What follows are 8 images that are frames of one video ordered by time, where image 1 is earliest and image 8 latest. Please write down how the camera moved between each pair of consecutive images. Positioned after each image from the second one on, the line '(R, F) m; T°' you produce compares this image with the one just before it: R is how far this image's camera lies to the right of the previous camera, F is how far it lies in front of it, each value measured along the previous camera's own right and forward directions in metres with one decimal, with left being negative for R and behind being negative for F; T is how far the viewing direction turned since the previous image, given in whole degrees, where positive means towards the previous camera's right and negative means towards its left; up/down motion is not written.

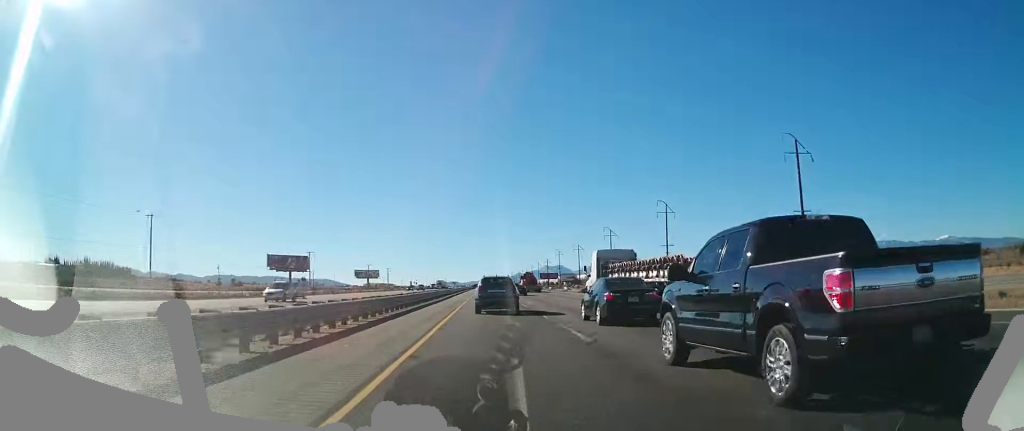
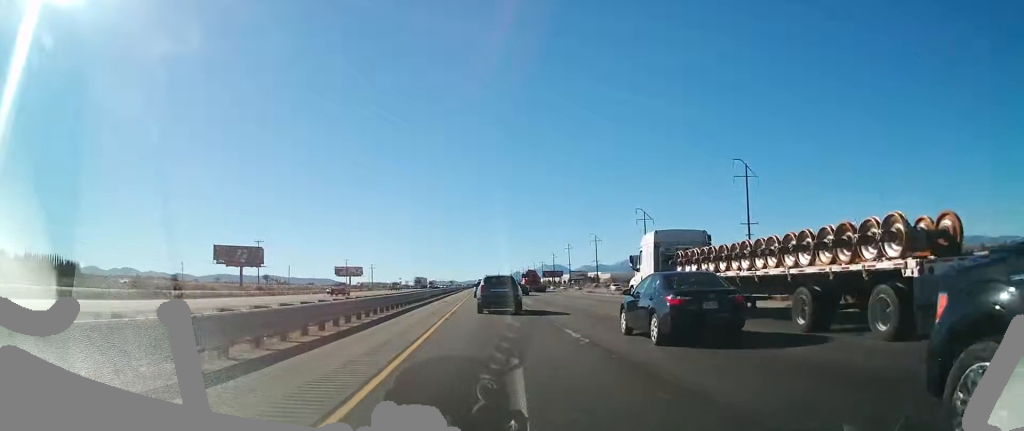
(-0.4, +45.2) m; 0°
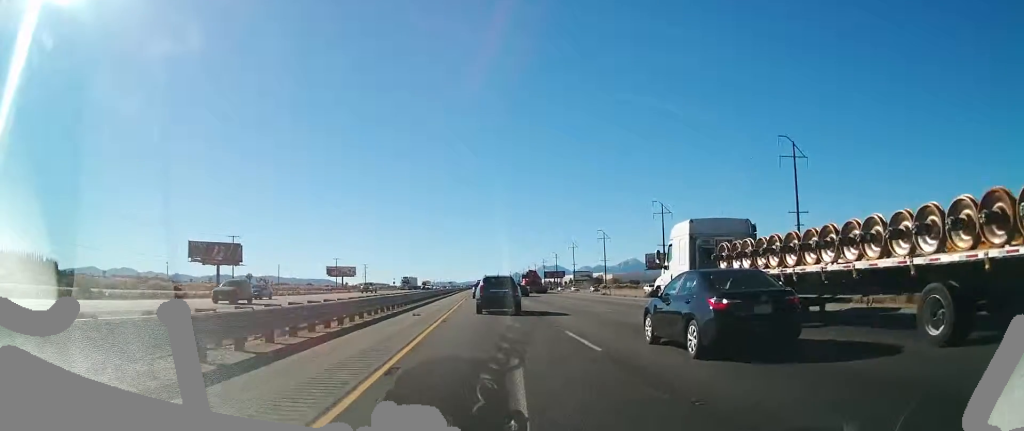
(0.0, +16.2) m; 0°
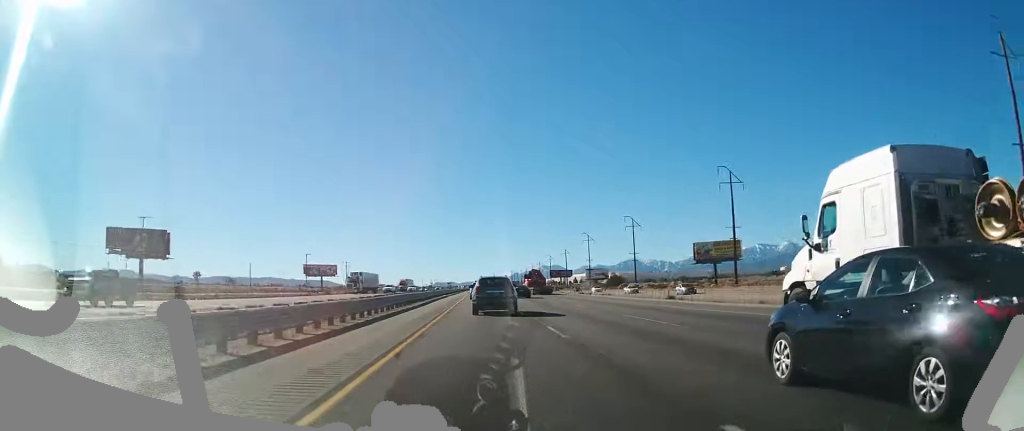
(+0.3, +40.5) m; 0°
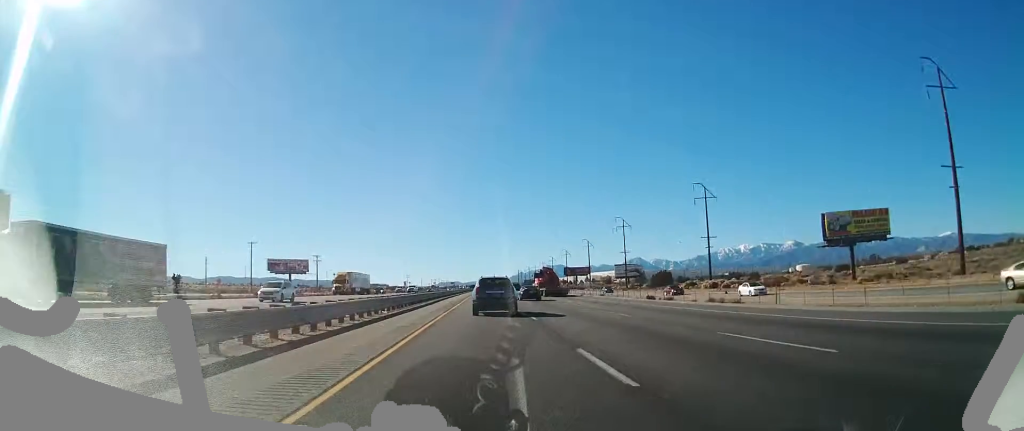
(-0.2, +51.9) m; 0°
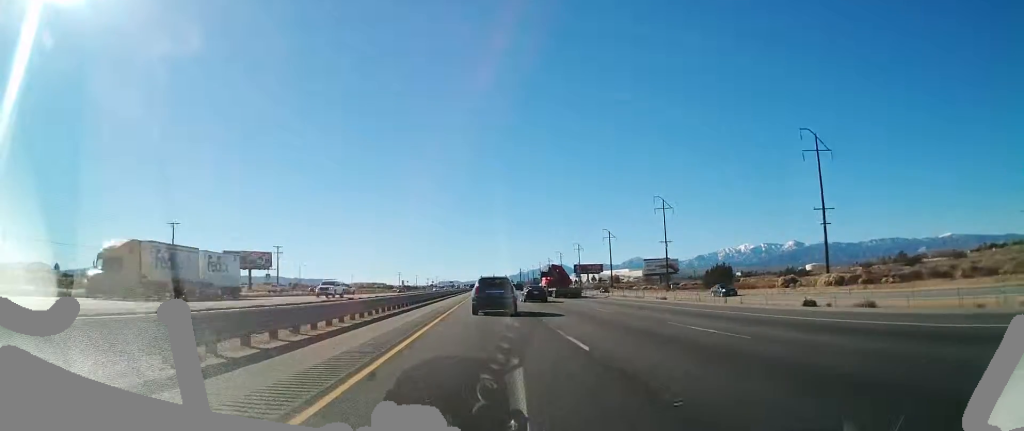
(+0.2, +40.3) m; 0°
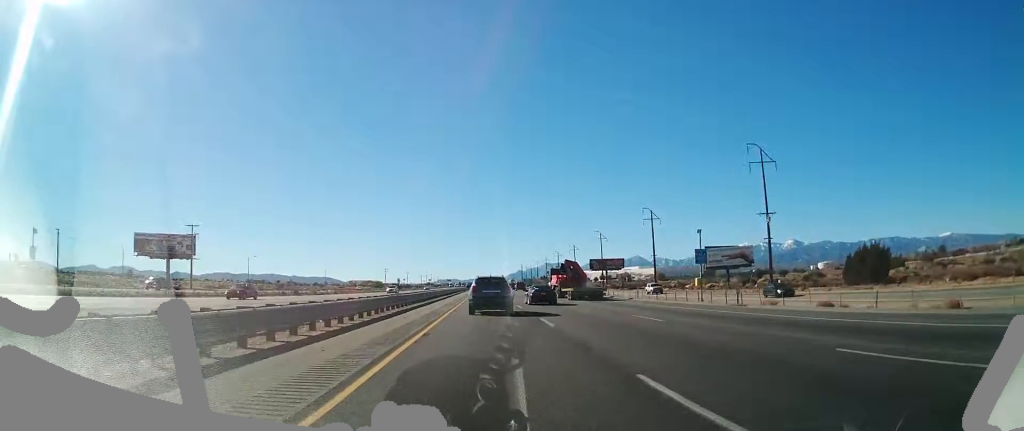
(-0.1, +51.8) m; 0°
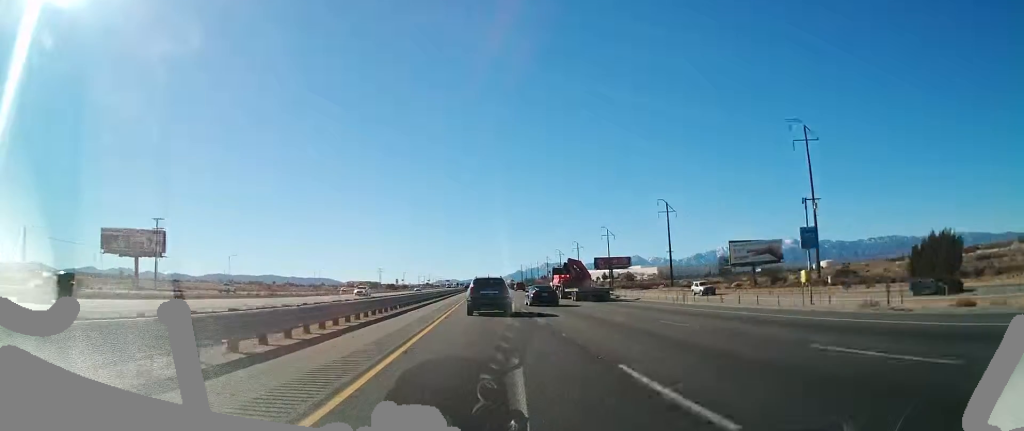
(-0.1, +13.8) m; 0°
